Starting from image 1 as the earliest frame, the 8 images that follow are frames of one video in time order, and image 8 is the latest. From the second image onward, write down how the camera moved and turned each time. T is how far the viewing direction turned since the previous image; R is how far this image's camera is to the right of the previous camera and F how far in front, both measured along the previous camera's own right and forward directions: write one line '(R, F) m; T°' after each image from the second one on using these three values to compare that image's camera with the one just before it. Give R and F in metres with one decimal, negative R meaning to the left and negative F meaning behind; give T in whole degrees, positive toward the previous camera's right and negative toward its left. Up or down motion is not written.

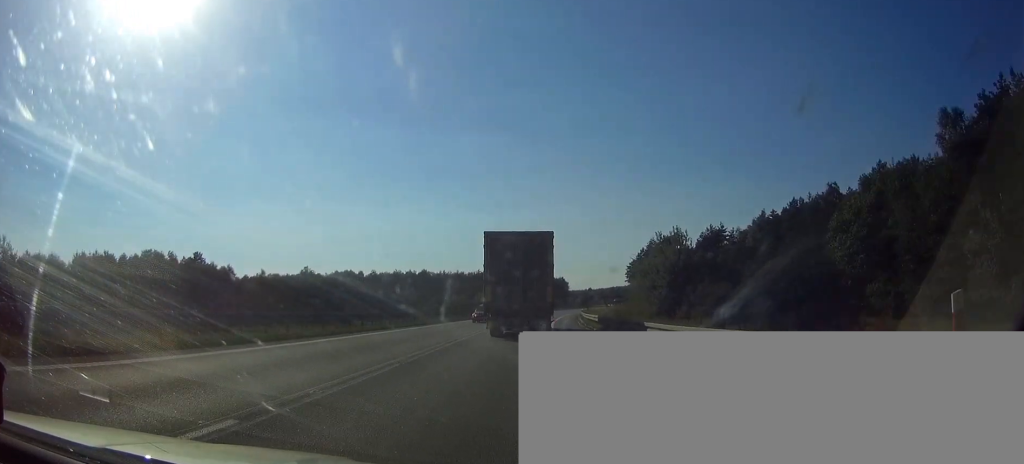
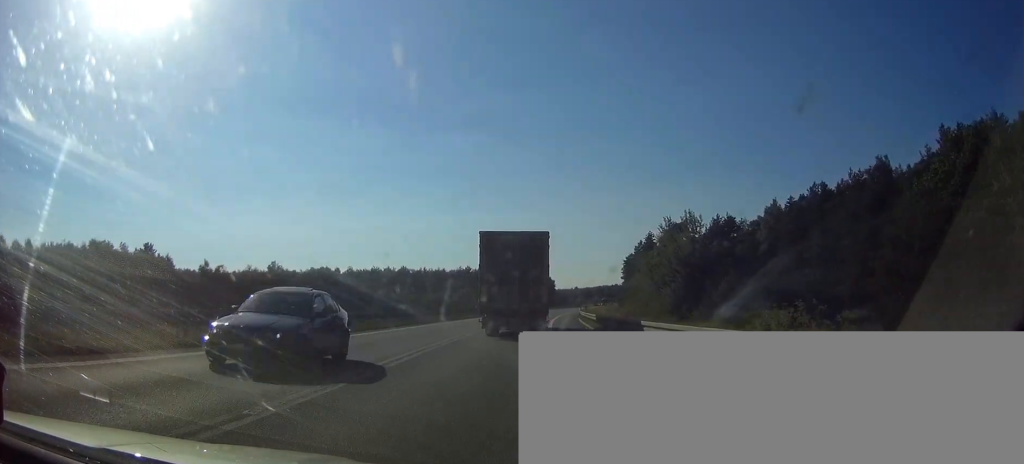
(+0.2, +19.5) m; +1°
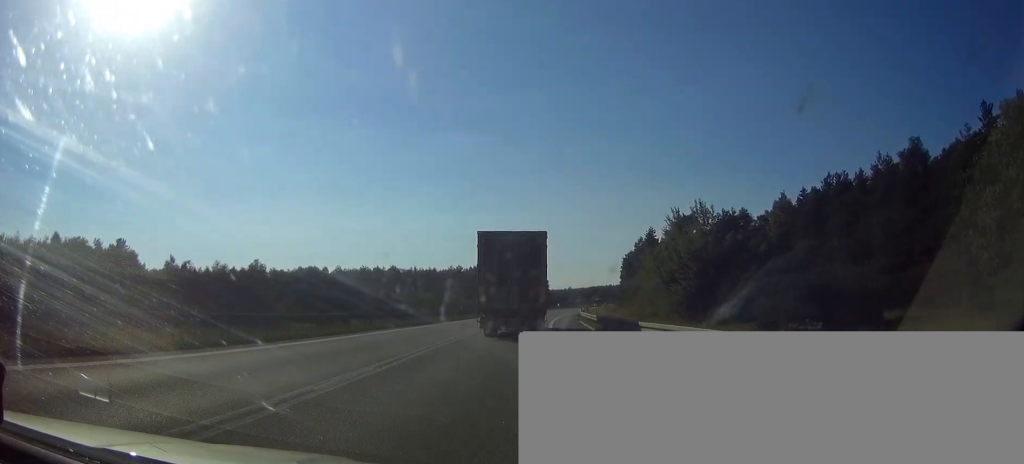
(+0.1, +10.1) m; 0°
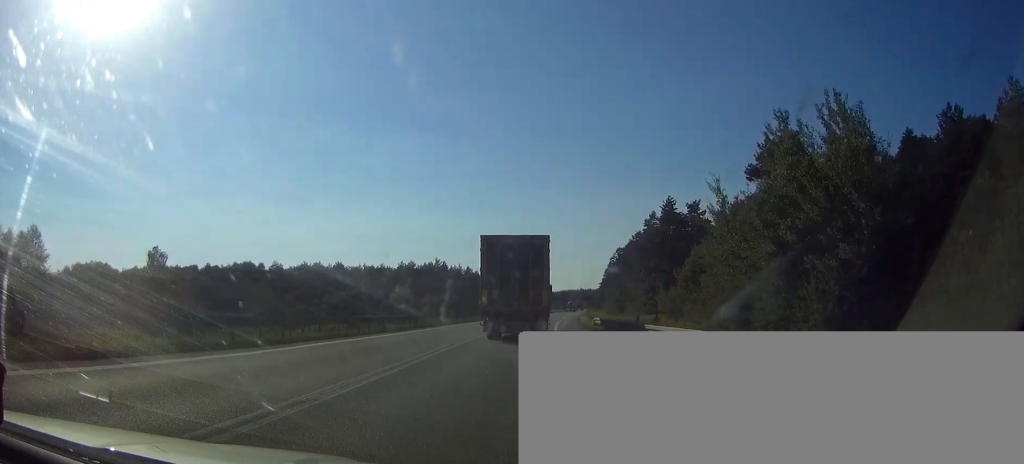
(+0.9, +48.7) m; +3°
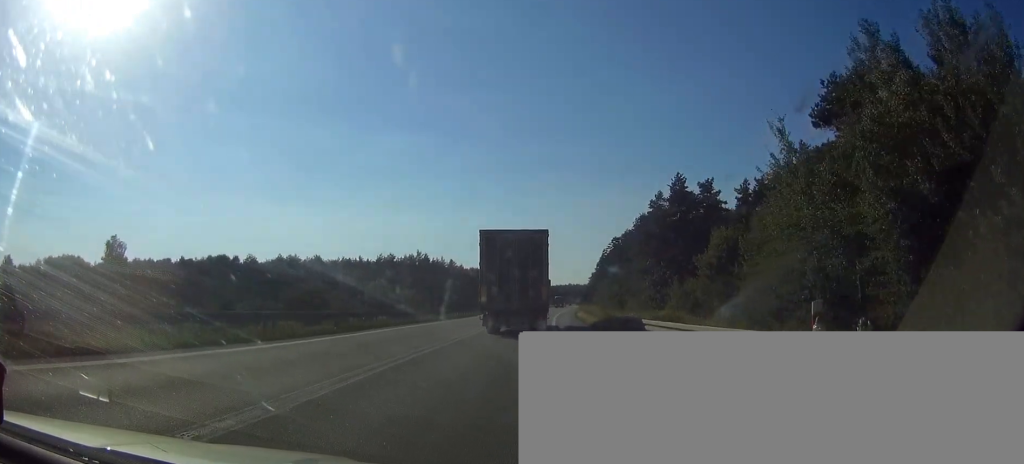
(+0.1, +15.4) m; +1°
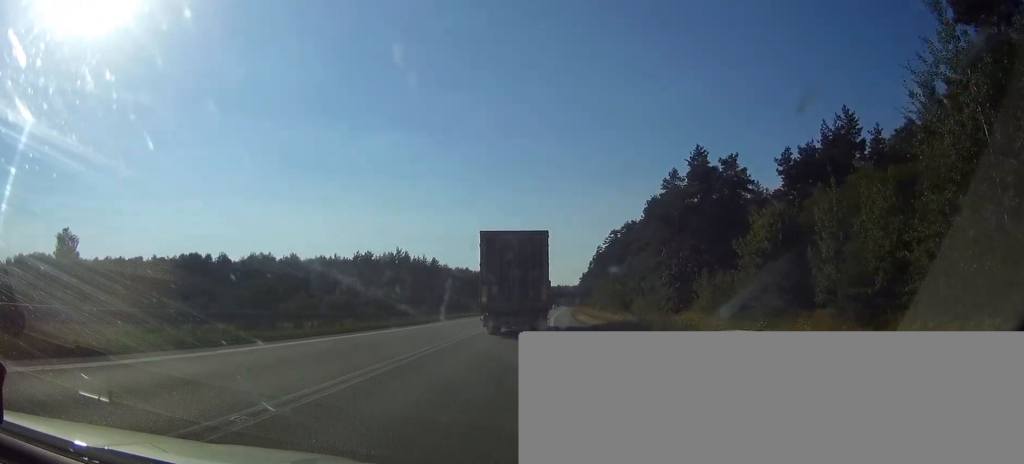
(+0.3, +16.8) m; +1°
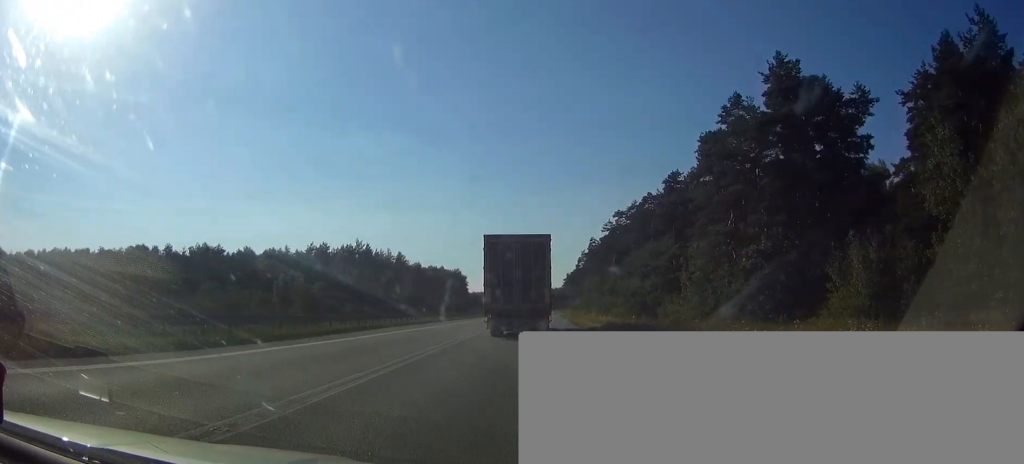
(+0.3, +30.4) m; +1°
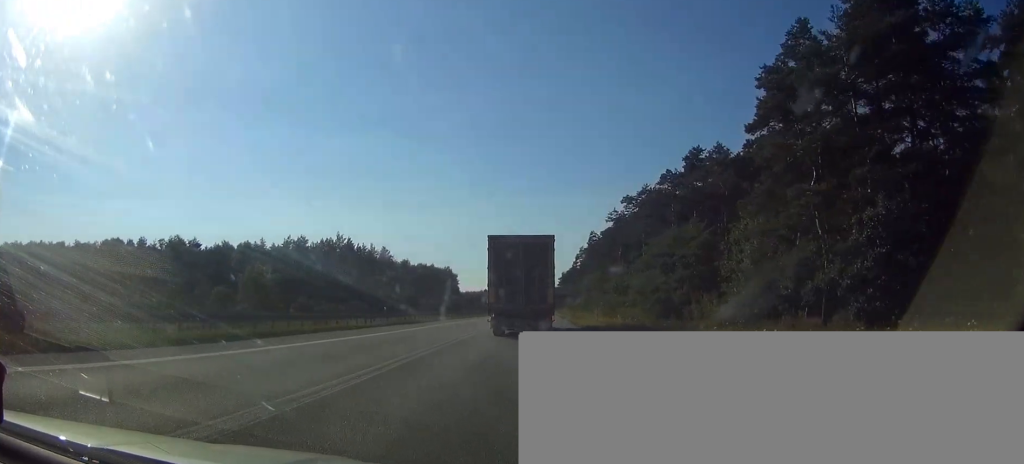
(+0.1, +14.4) m; +1°
